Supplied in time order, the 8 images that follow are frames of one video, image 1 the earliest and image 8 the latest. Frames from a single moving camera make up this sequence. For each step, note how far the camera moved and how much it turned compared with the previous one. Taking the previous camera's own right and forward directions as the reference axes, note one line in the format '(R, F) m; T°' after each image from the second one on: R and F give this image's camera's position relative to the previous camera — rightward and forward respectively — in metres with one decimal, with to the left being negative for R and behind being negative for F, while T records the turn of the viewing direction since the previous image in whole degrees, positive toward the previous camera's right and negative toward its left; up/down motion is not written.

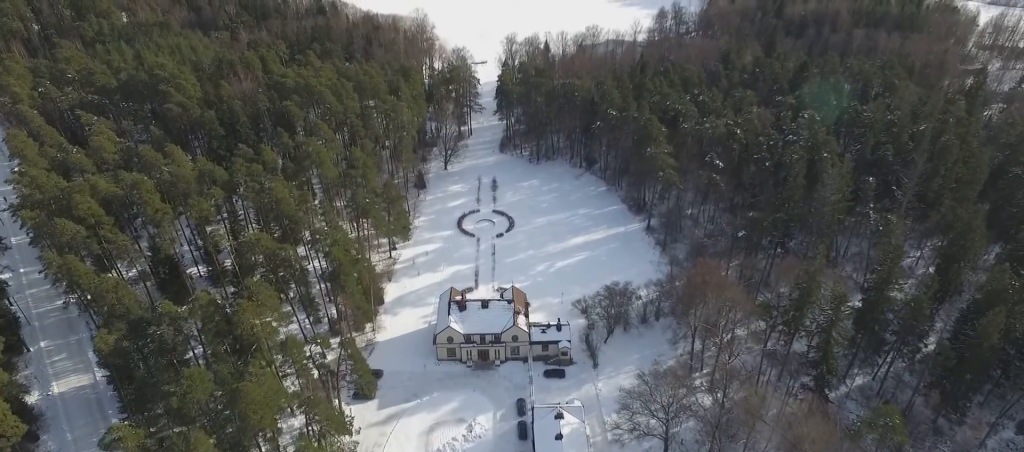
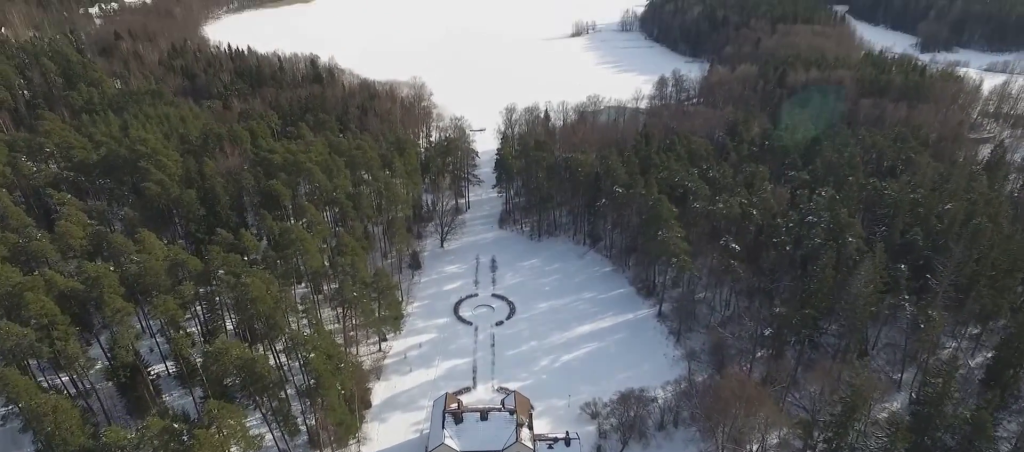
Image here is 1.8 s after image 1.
(-0.3, +16.4) m; -2°
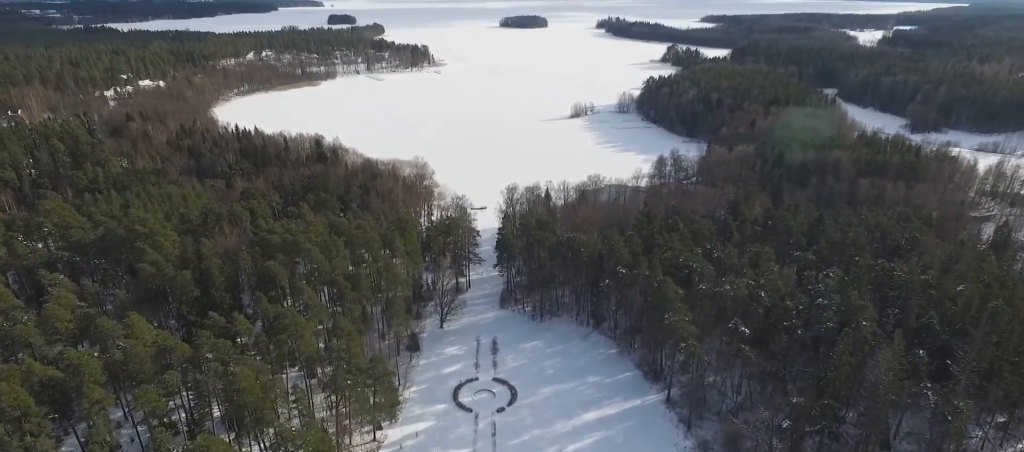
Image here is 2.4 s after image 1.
(-0.1, +5.6) m; -1°
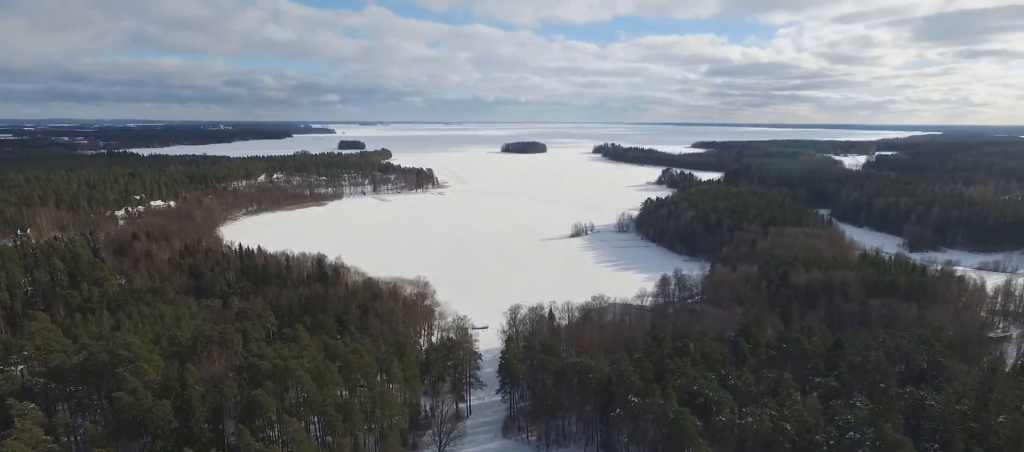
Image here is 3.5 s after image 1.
(-0.2, +9.0) m; -2°
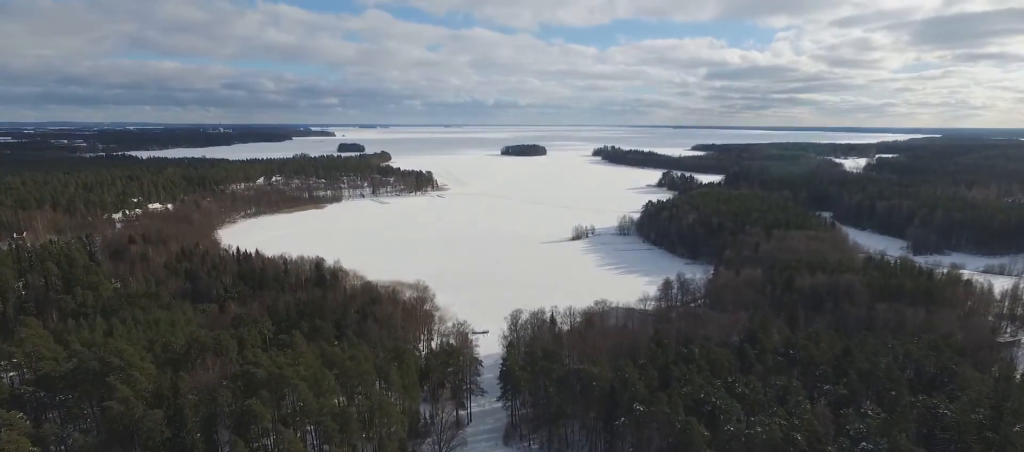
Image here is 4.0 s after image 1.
(0.0, +4.2) m; 0°
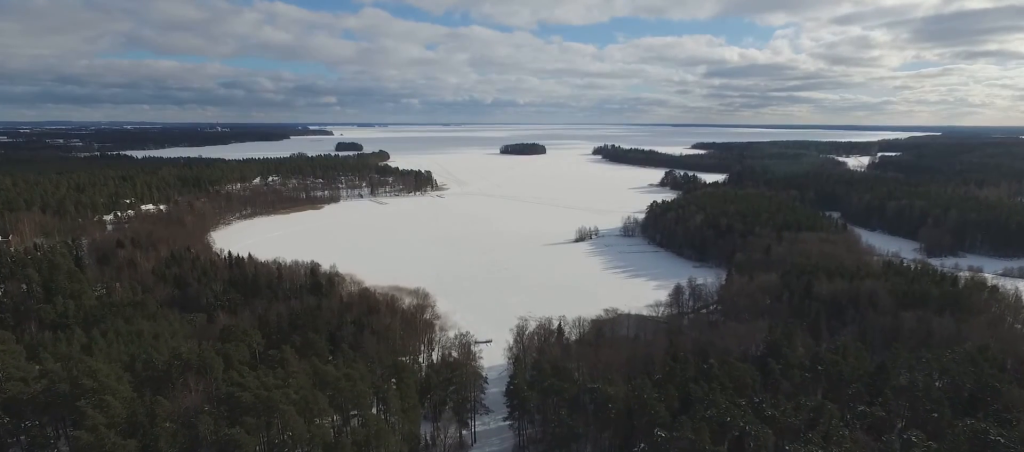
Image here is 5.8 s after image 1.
(-0.1, +13.8) m; -1°
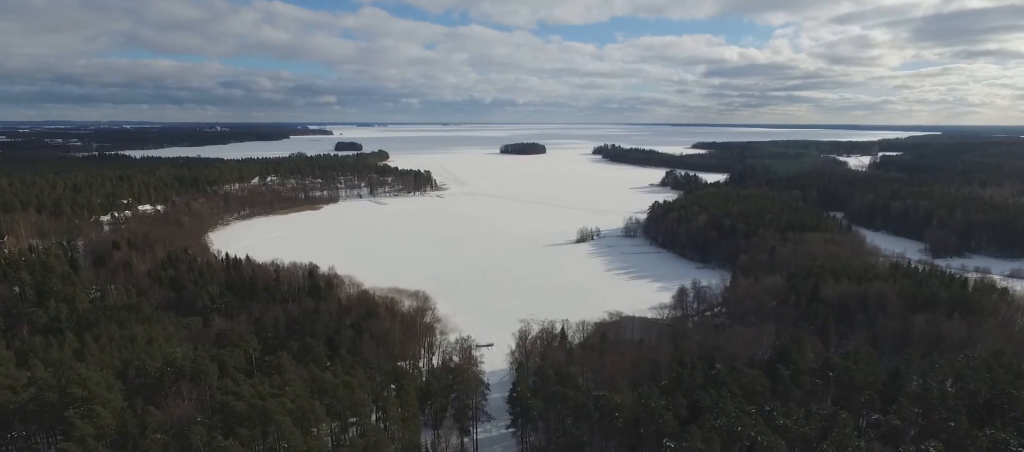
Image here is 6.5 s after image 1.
(0.0, +5.0) m; 0°
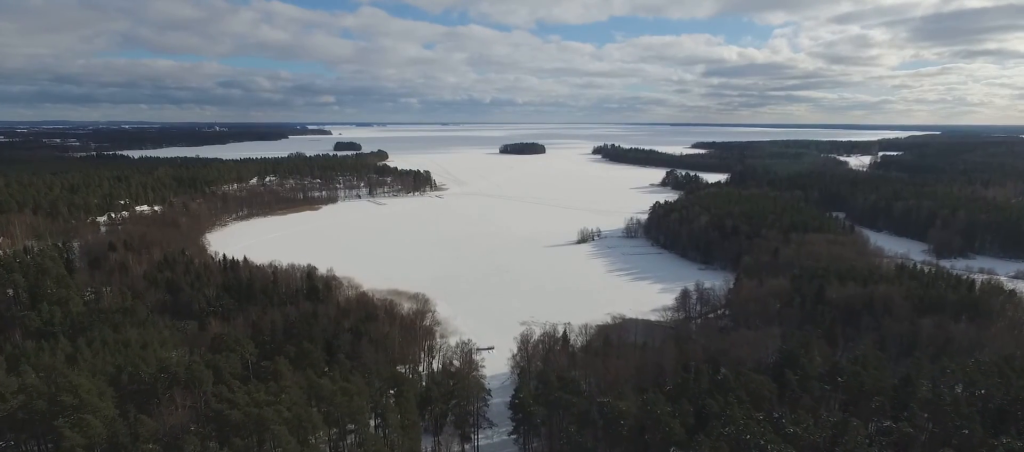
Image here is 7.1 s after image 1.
(0.0, +4.1) m; 0°
